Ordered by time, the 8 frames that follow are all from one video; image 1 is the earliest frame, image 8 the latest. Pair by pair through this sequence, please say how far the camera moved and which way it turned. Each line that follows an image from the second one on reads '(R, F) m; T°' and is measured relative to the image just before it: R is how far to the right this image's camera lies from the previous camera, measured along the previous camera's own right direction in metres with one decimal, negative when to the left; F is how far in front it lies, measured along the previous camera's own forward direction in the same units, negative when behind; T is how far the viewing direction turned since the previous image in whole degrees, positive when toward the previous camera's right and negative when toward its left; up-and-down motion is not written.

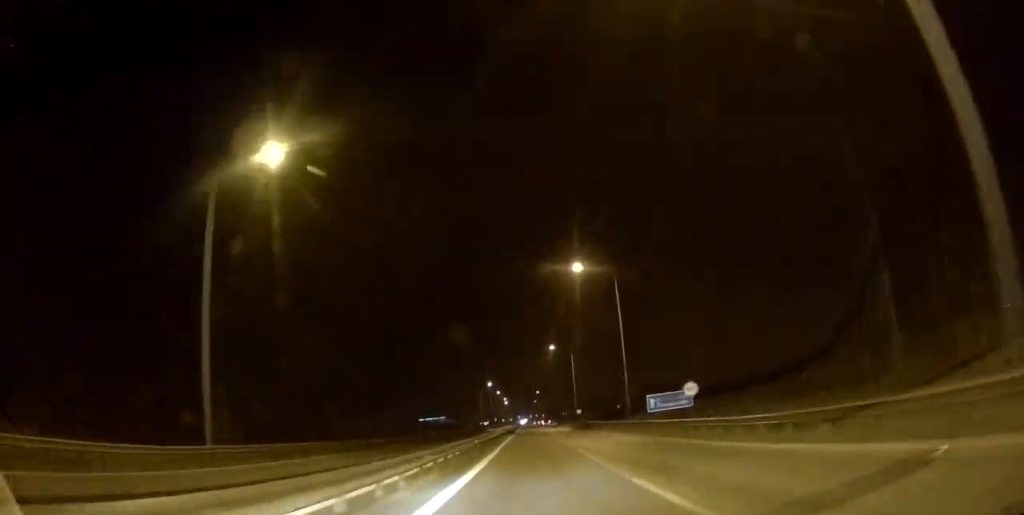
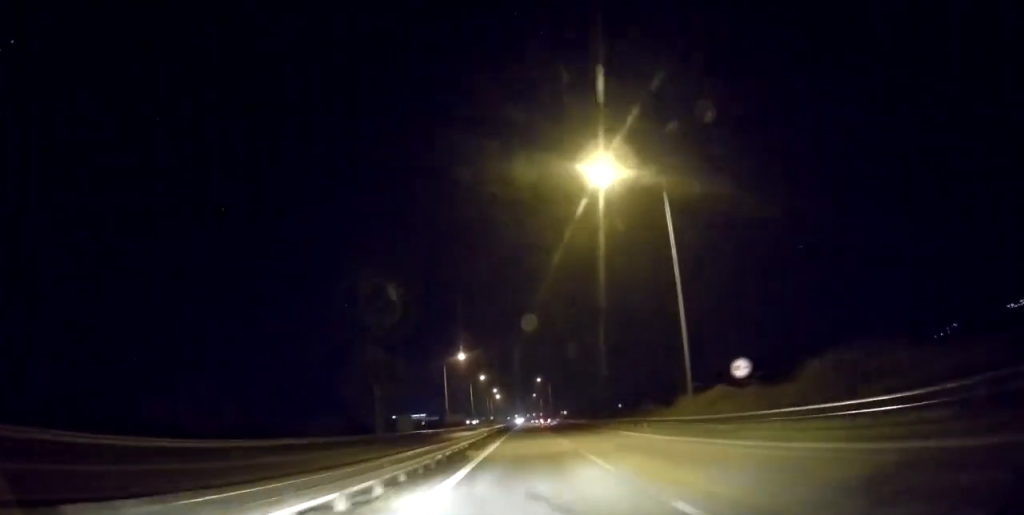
(-0.3, +63.3) m; 0°
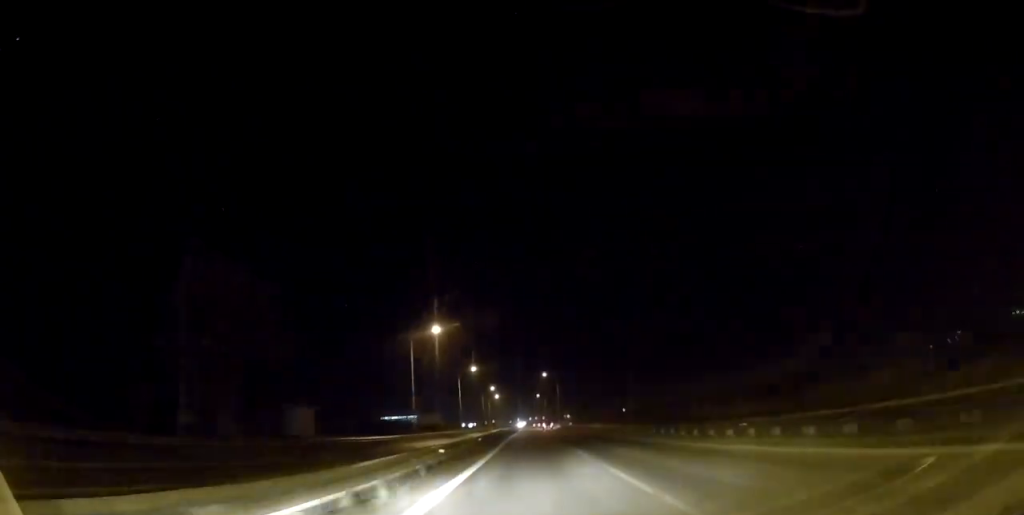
(+0.2, +29.5) m; +1°
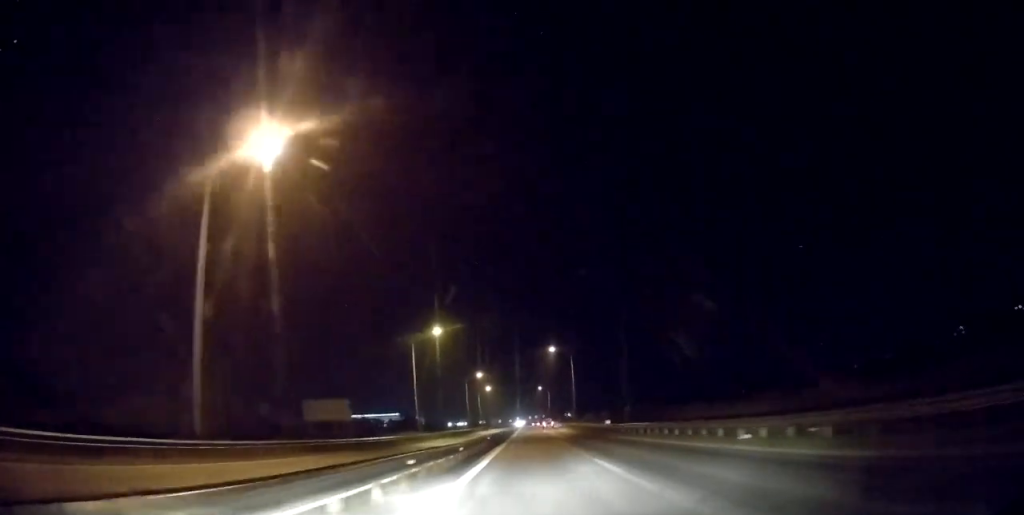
(+0.3, +44.3) m; 0°
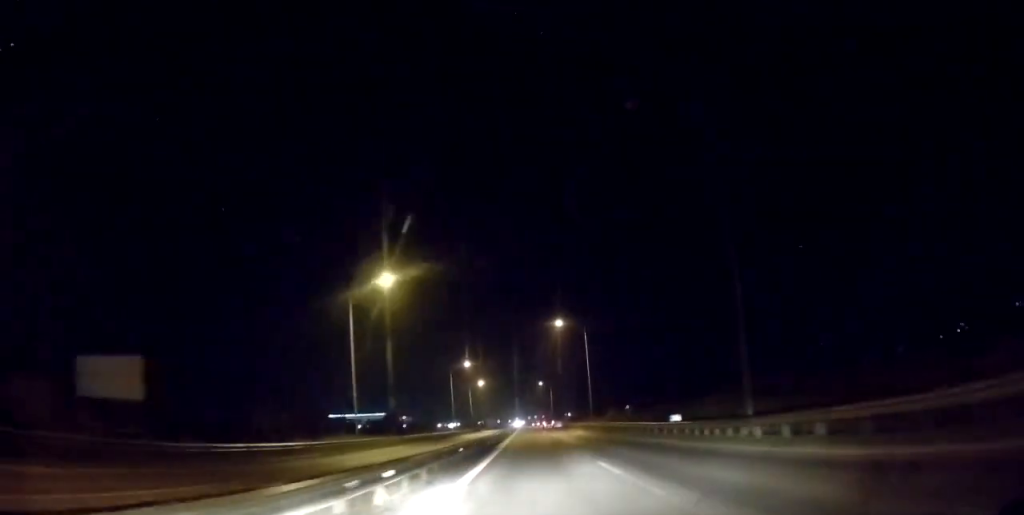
(-0.3, +23.6) m; 0°
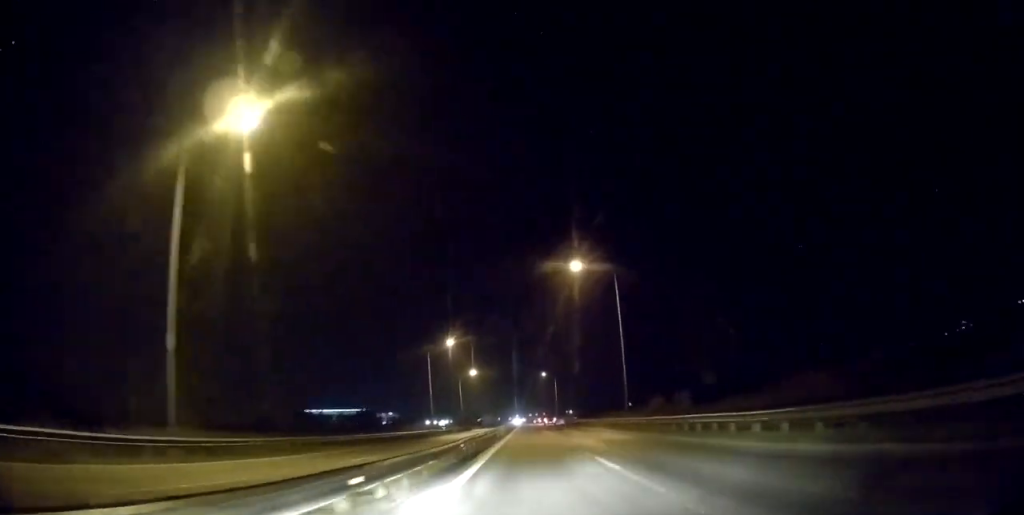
(-0.1, +23.5) m; 0°
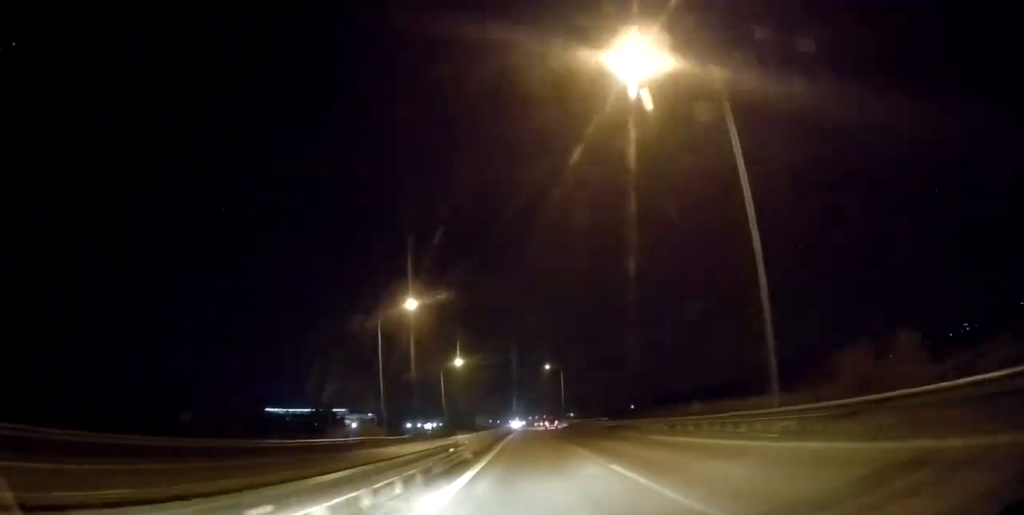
(+0.1, +26.7) m; 0°
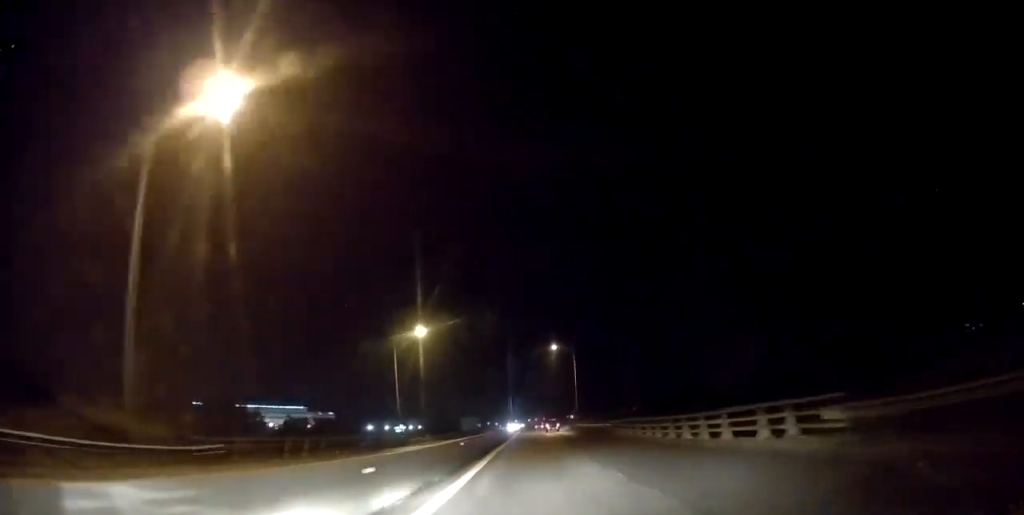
(+0.1, +34.8) m; 0°
